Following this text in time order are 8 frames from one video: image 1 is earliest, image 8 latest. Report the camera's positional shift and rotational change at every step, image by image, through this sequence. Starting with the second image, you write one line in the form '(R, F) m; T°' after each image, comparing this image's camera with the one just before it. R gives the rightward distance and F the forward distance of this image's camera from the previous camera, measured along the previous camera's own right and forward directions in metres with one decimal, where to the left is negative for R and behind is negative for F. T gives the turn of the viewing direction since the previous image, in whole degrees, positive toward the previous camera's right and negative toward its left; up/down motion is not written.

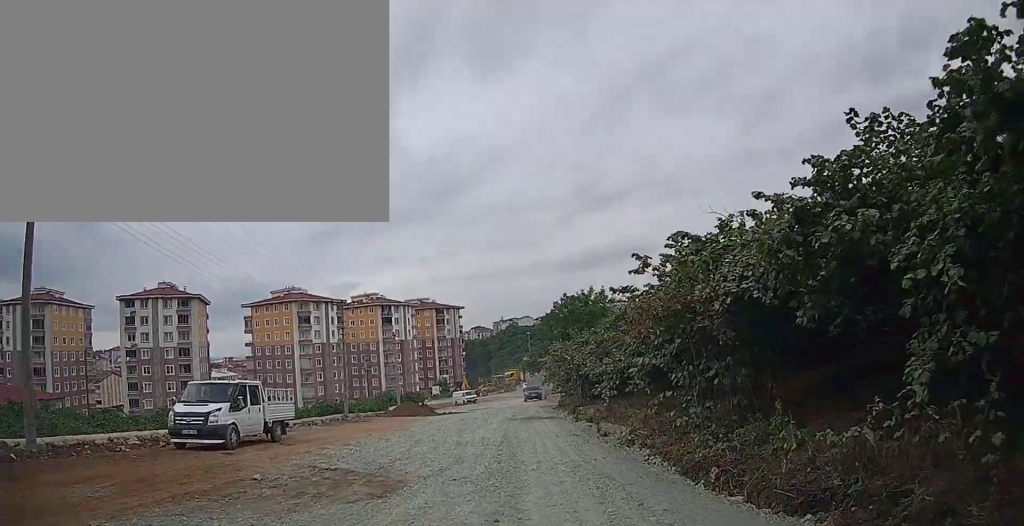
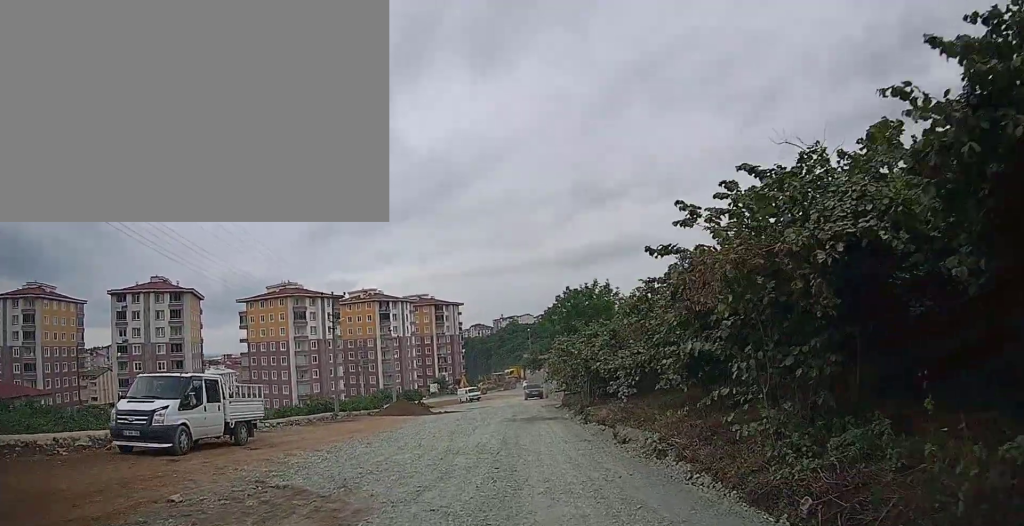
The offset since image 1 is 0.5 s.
(0.0, +2.7) m; -1°
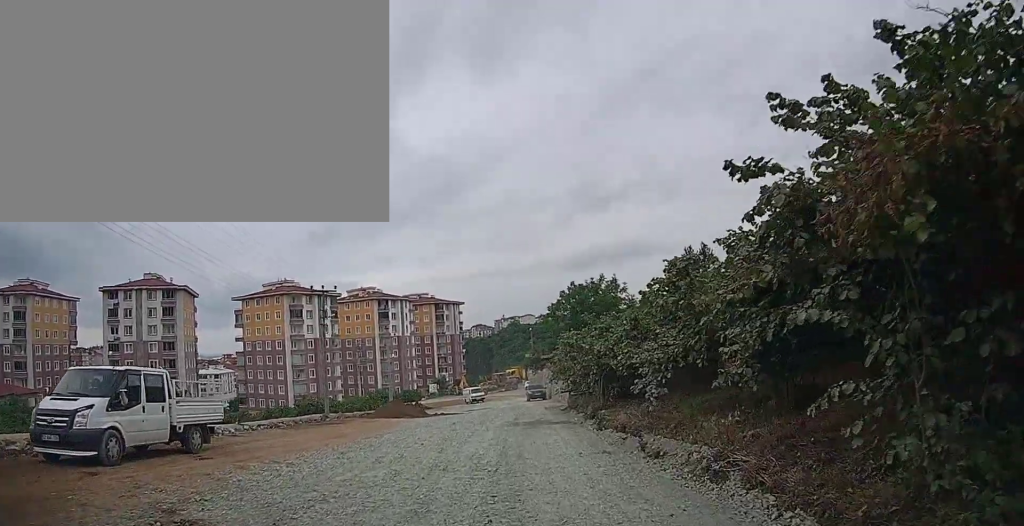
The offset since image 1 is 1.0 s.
(0.0, +2.7) m; 0°
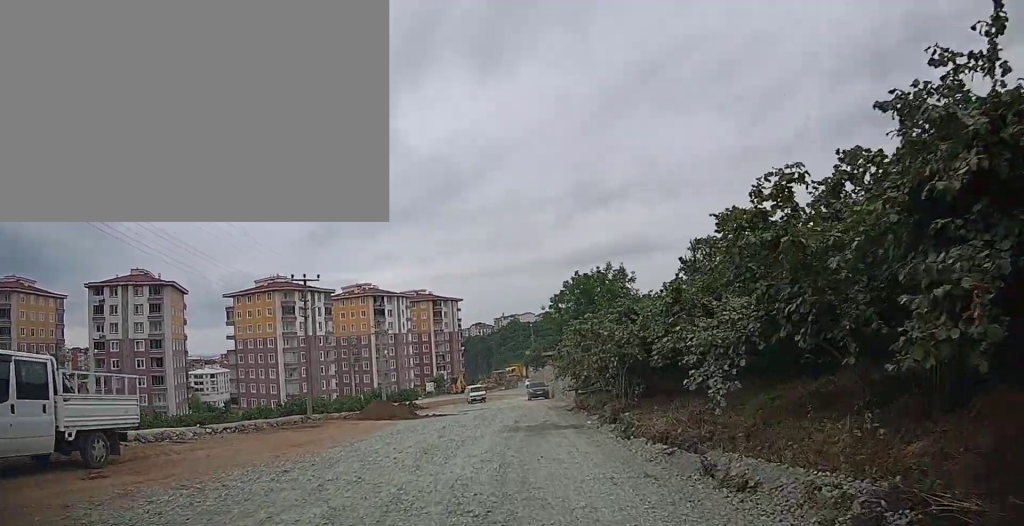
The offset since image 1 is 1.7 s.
(0.0, +3.9) m; 0°
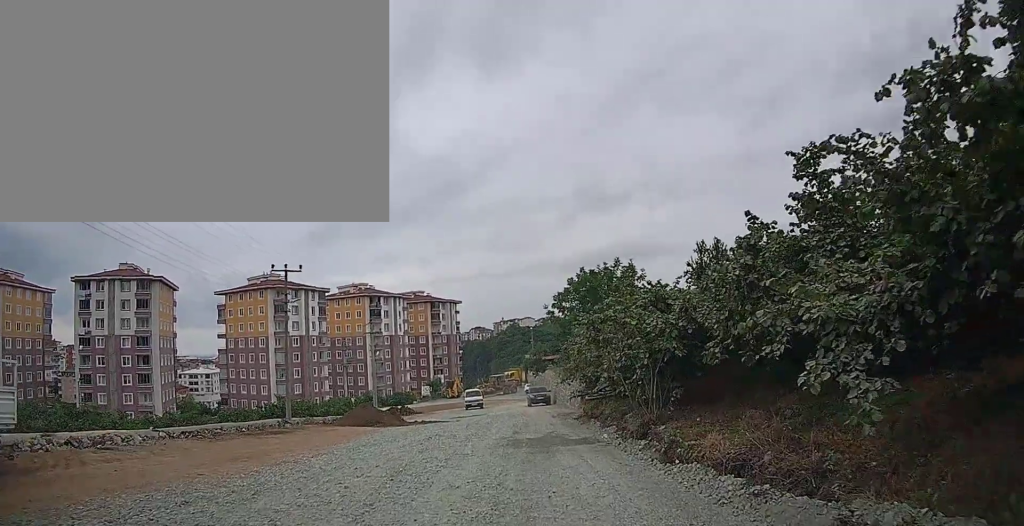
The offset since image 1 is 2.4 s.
(0.0, +3.7) m; 0°
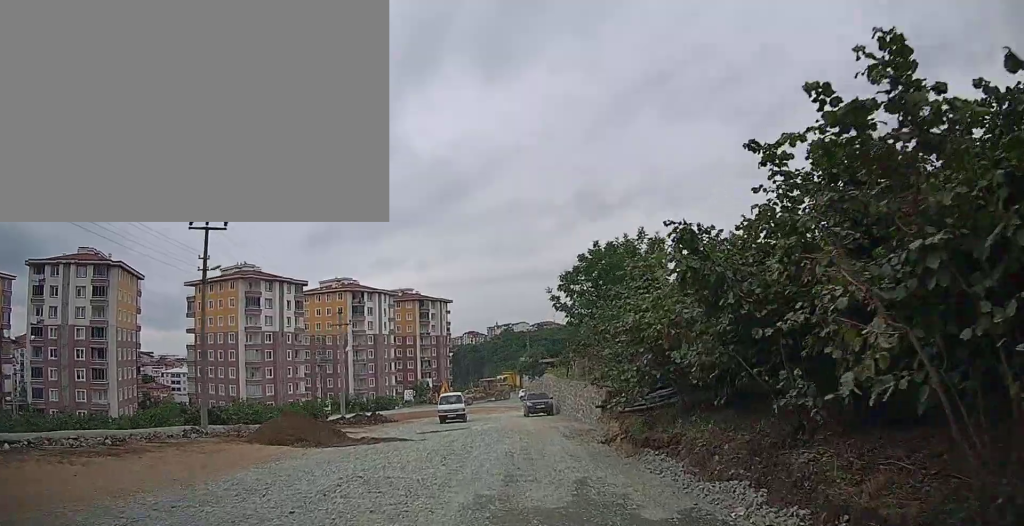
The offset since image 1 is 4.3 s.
(0.0, +9.7) m; 0°
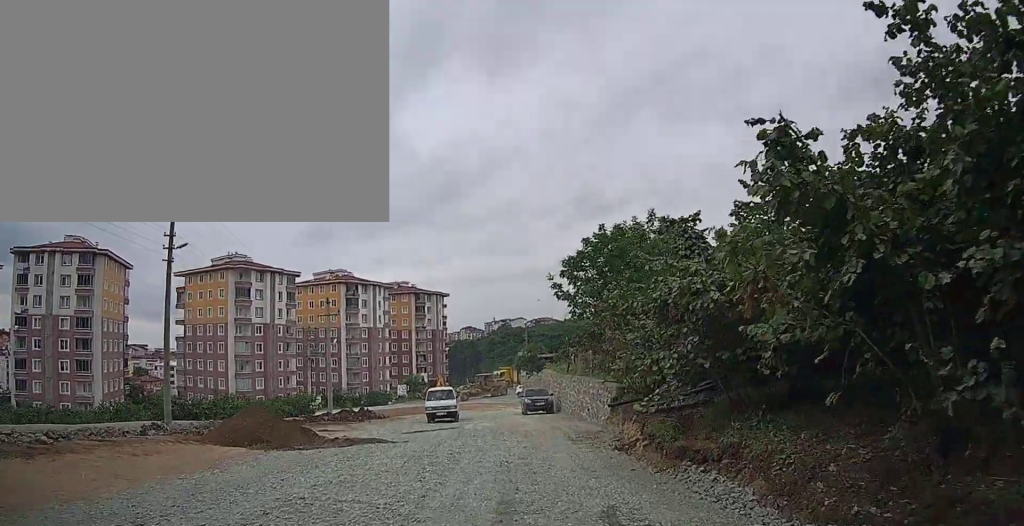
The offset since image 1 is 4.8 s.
(0.0, +3.0) m; +1°
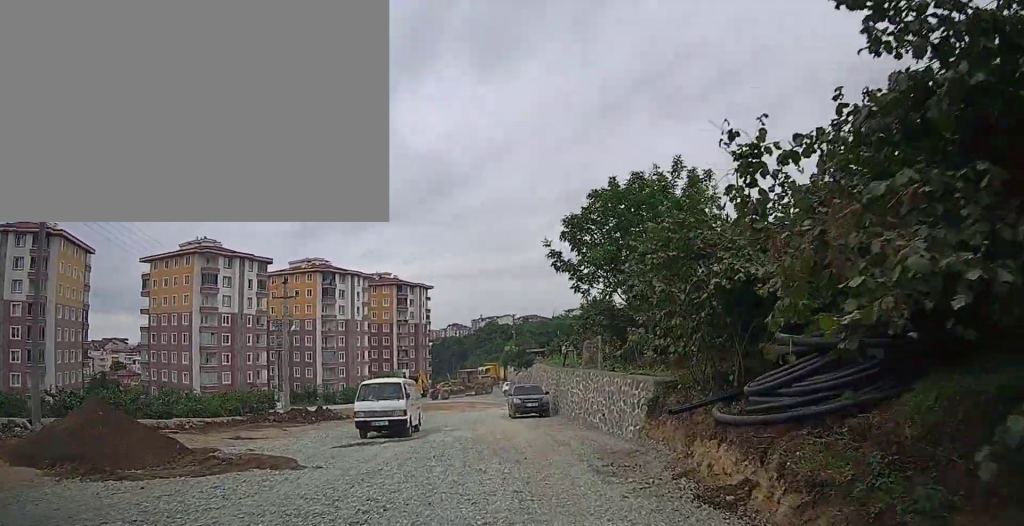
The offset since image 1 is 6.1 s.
(+0.1, +7.1) m; +2°
